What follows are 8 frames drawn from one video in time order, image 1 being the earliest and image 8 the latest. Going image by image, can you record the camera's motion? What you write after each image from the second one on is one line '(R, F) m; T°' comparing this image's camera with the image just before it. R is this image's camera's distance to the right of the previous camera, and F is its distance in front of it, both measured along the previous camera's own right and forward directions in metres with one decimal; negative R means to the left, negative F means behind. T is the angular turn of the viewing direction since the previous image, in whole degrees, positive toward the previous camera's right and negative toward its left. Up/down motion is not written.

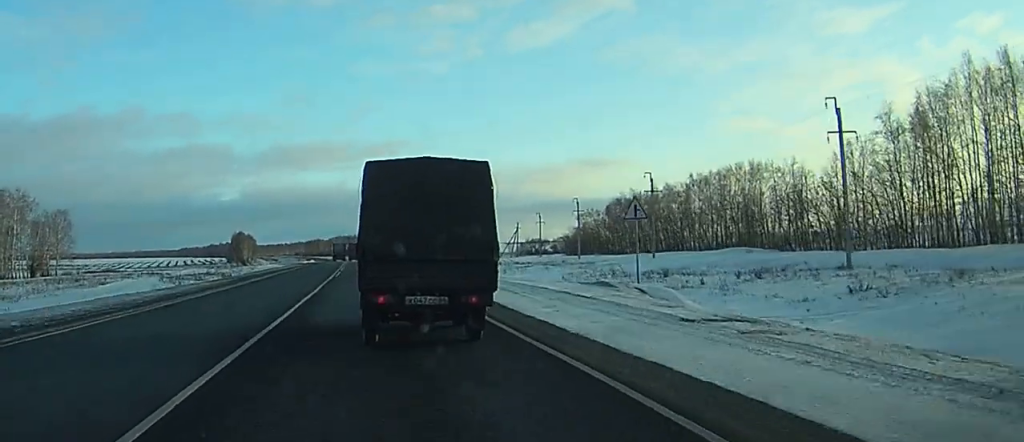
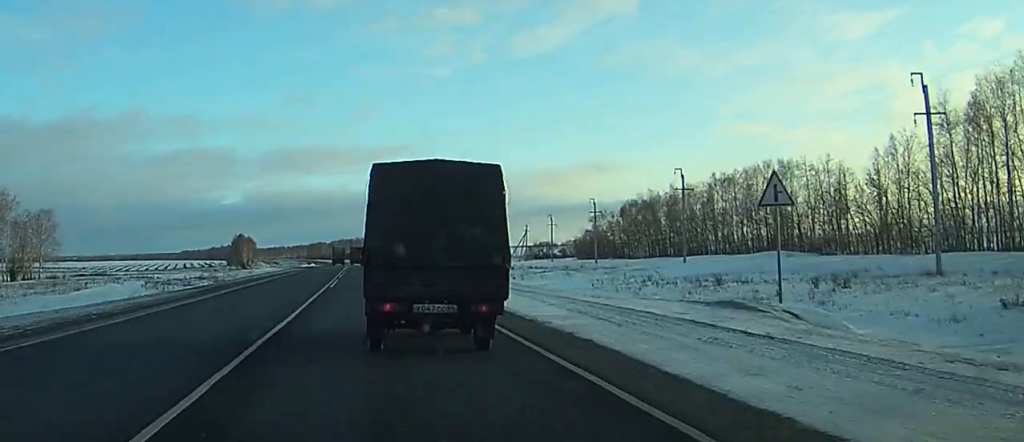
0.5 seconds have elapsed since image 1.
(0.0, +9.9) m; 0°
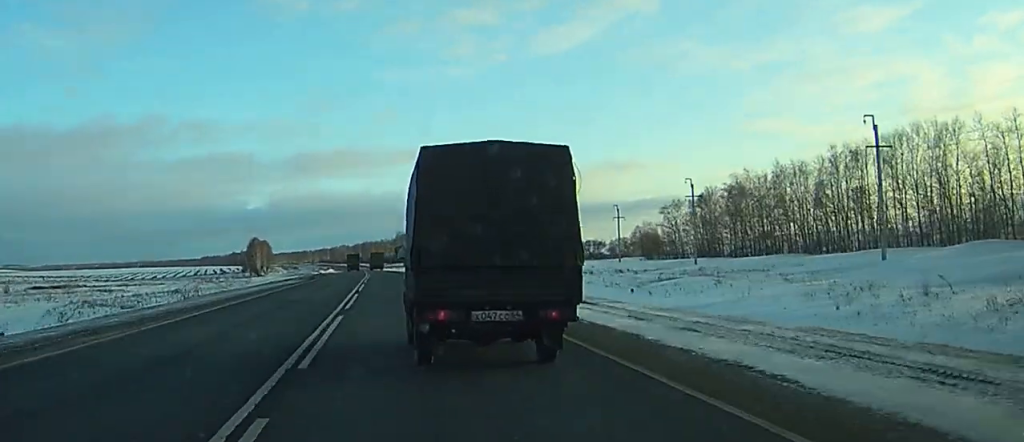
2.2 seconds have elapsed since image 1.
(-0.4, +36.2) m; -2°
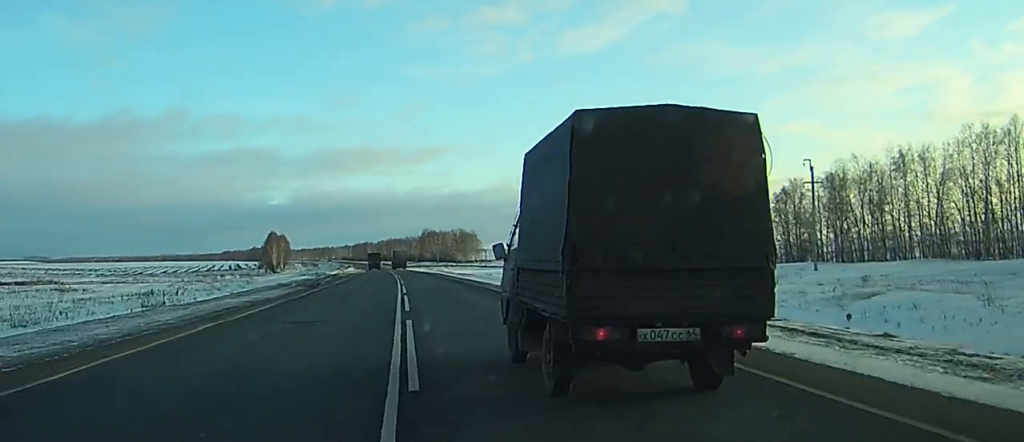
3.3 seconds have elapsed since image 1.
(-0.4, +25.4) m; -1°
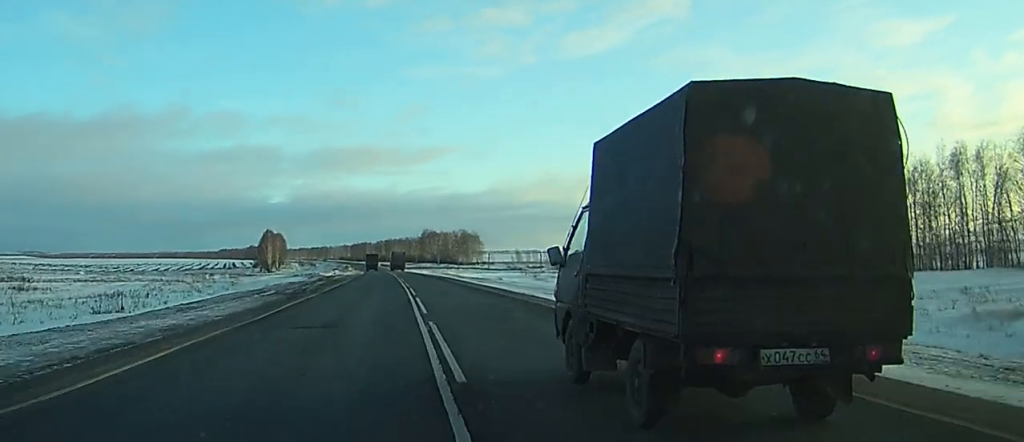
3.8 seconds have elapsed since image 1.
(-0.1, +11.2) m; 0°
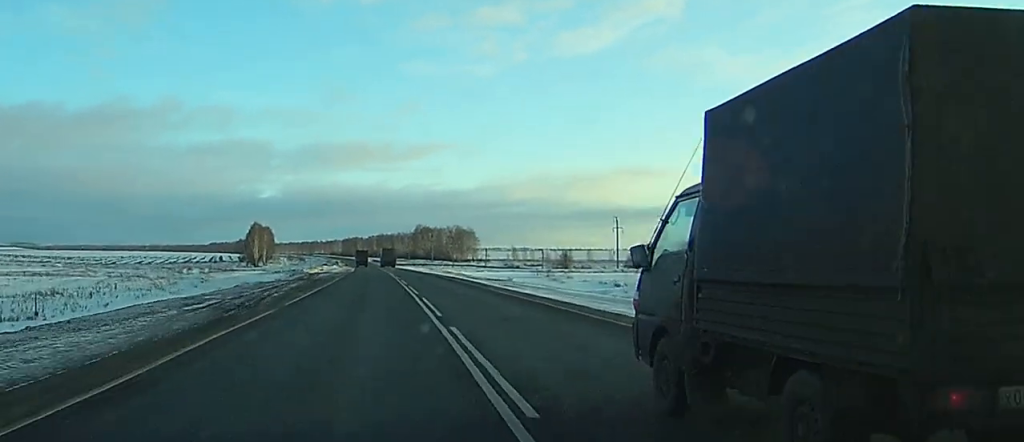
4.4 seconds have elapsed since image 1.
(0.0, +13.7) m; 0°
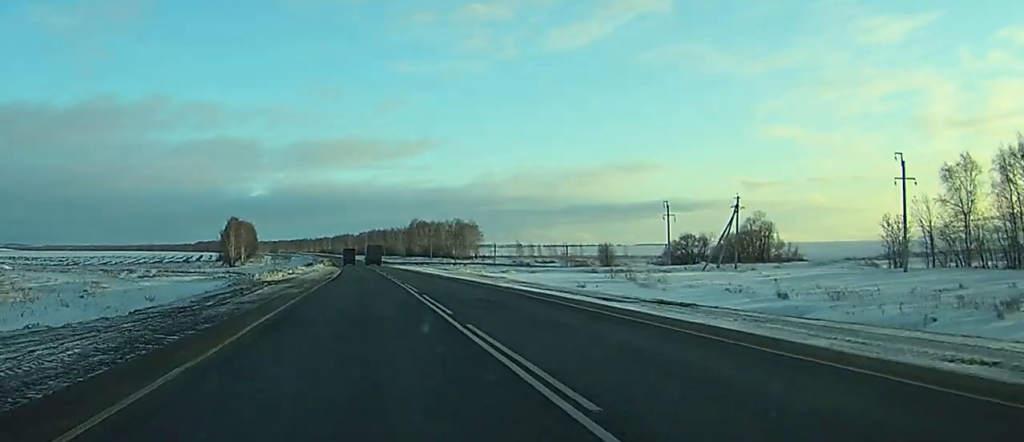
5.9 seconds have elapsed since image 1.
(+0.2, +35.5) m; +1°
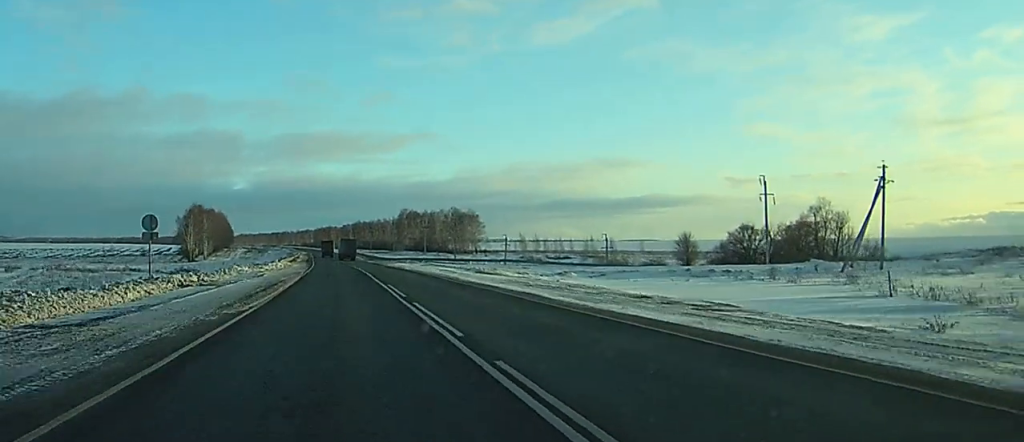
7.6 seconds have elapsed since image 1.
(+0.2, +41.4) m; +1°
